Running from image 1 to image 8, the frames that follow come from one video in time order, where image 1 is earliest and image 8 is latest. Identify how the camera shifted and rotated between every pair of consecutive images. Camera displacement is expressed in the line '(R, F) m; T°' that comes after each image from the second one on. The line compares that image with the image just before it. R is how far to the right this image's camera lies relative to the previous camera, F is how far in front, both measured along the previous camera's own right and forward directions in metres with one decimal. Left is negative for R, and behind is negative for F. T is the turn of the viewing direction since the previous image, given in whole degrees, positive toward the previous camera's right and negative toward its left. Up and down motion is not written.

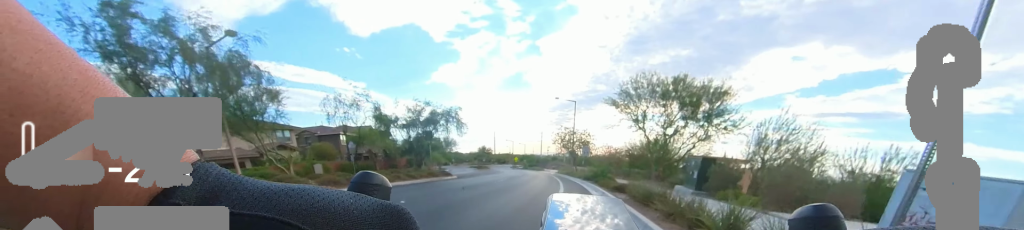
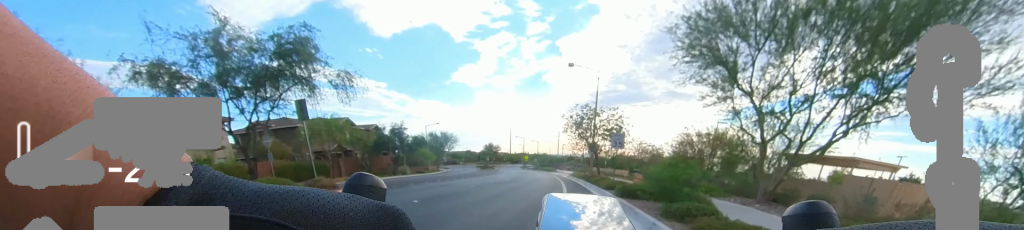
(+0.5, +12.3) m; -7°
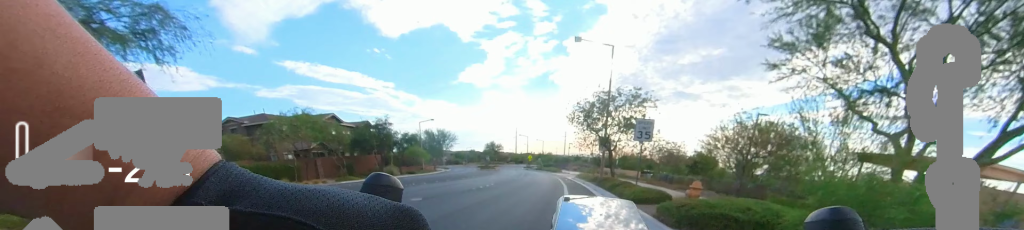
(-0.4, +5.1) m; -4°
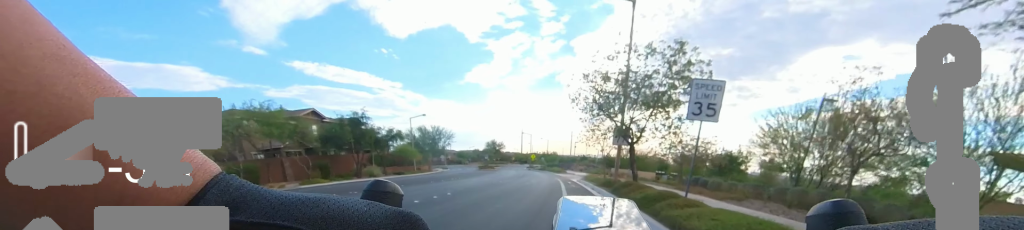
(0.0, +5.4) m; 0°
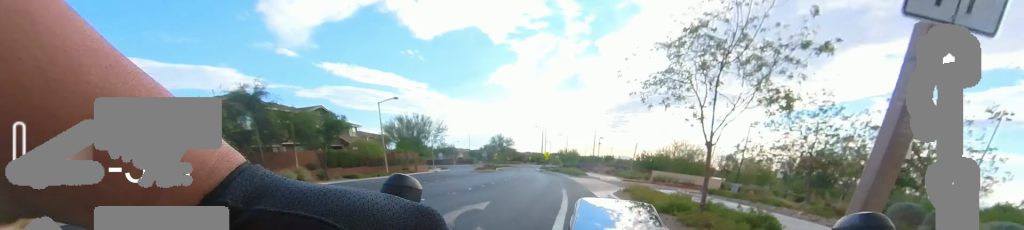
(-1.5, +13.9) m; -9°
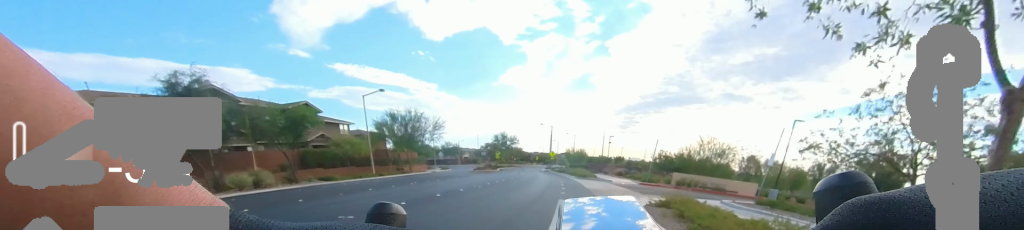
(-0.4, +4.7) m; 0°
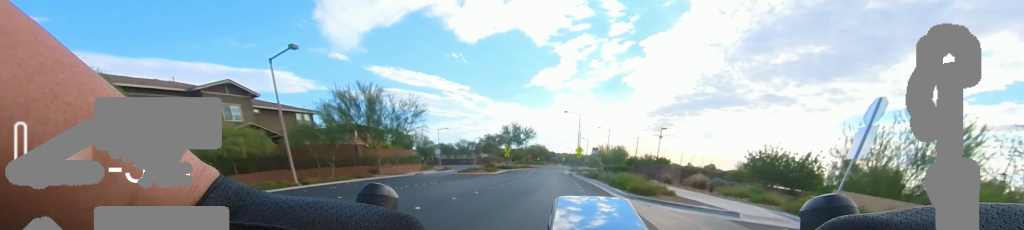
(+0.1, +15.3) m; -11°
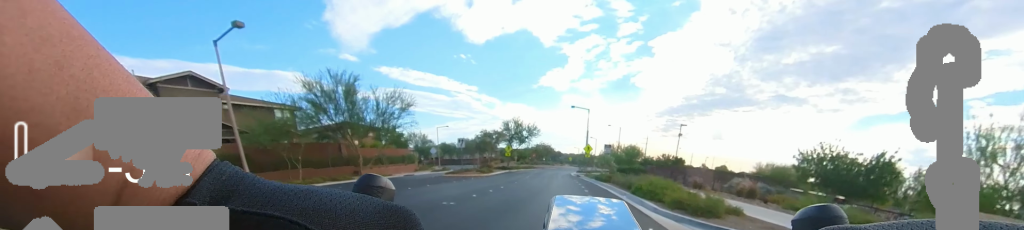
(-0.3, +4.5) m; -2°
